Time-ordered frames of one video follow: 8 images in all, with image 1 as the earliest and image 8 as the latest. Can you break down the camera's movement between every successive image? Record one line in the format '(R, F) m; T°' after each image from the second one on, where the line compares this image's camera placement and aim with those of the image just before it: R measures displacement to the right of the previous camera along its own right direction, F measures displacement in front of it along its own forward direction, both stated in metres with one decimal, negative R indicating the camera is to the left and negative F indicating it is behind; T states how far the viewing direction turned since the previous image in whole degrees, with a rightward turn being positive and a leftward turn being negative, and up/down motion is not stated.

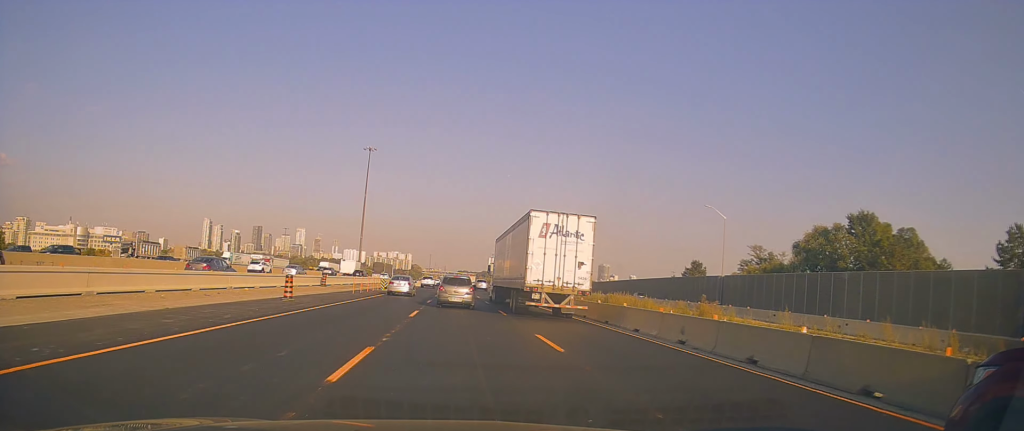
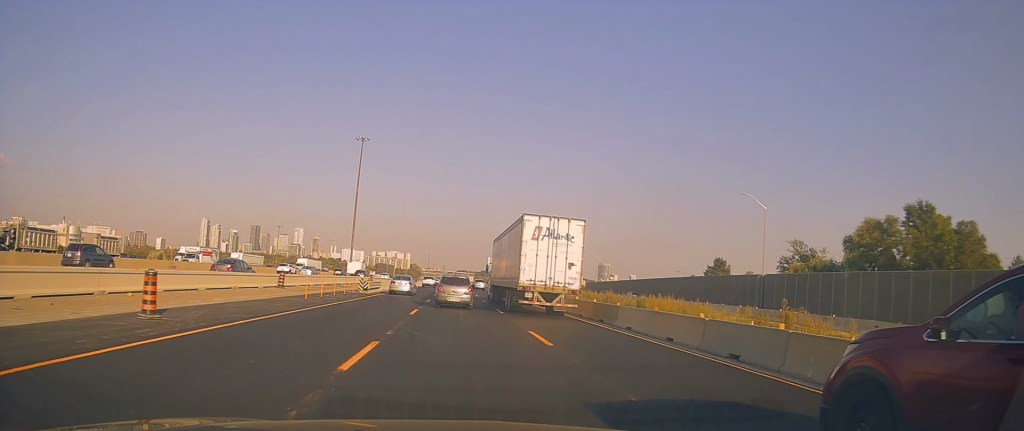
(0.0, +11.4) m; +2°
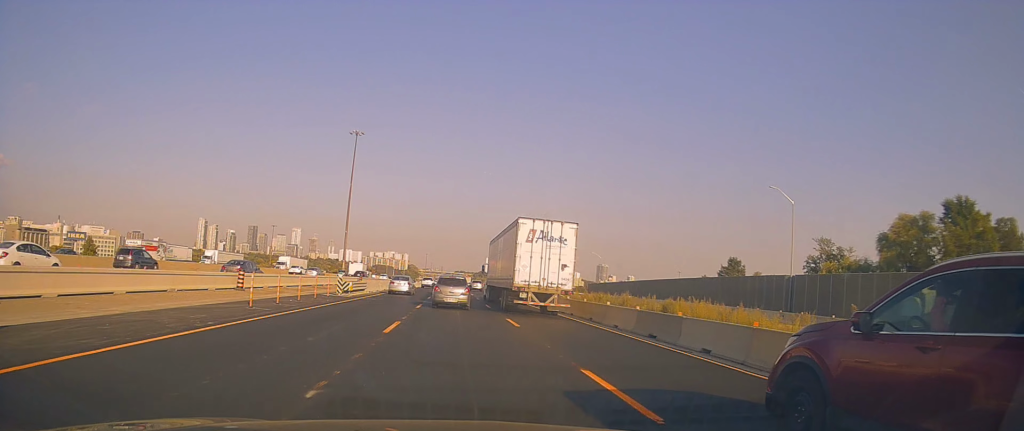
(+0.1, +6.7) m; +1°
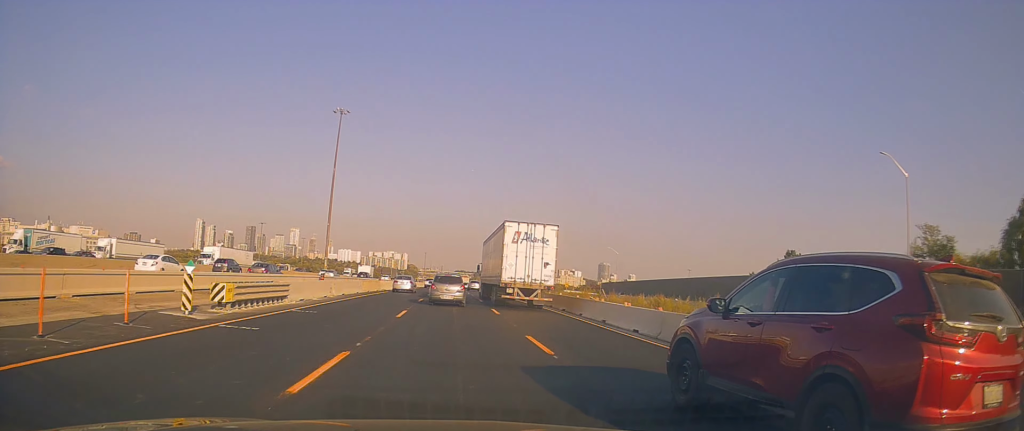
(+0.6, +19.3) m; -2°
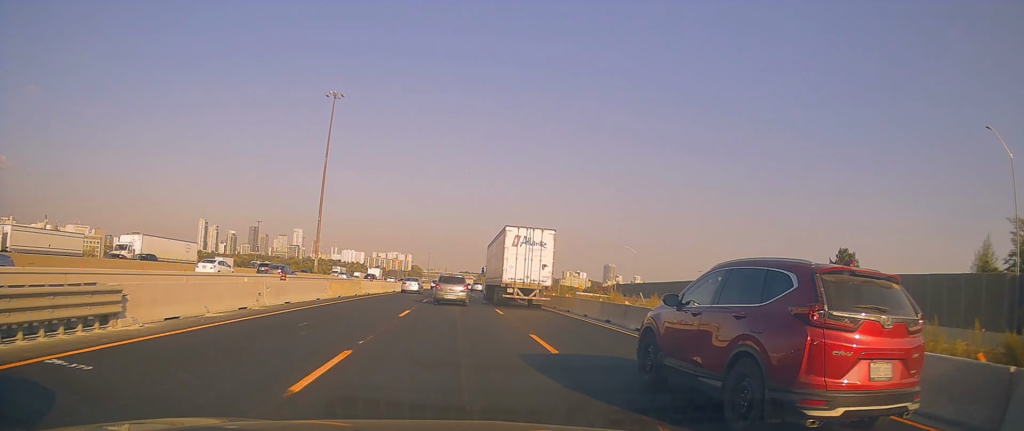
(-0.9, +12.0) m; -1°
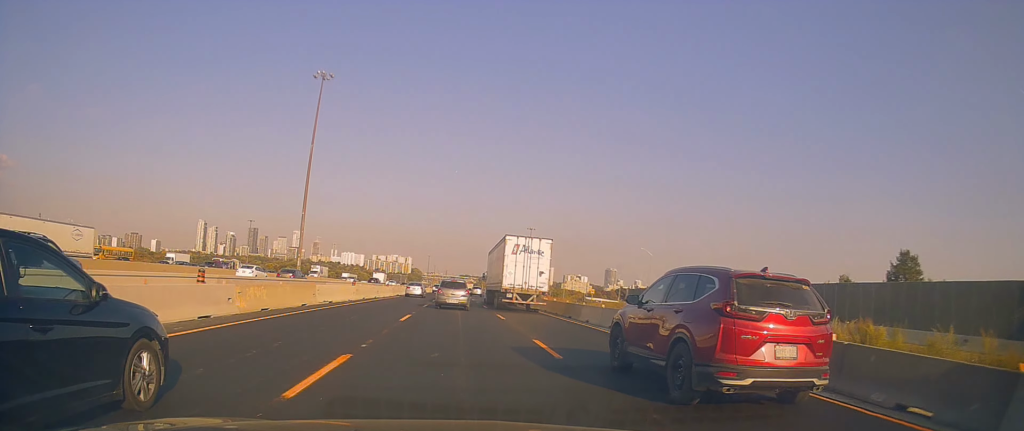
(+0.6, +12.3) m; +2°
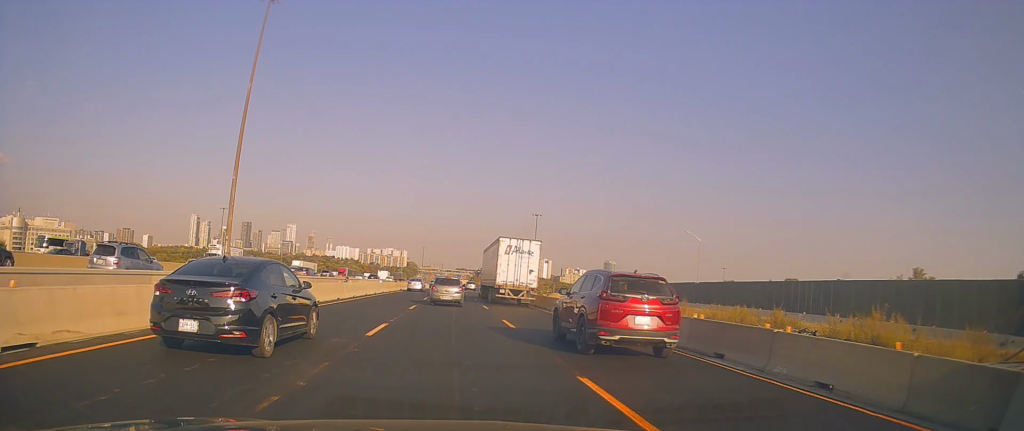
(-0.5, +30.1) m; -2°
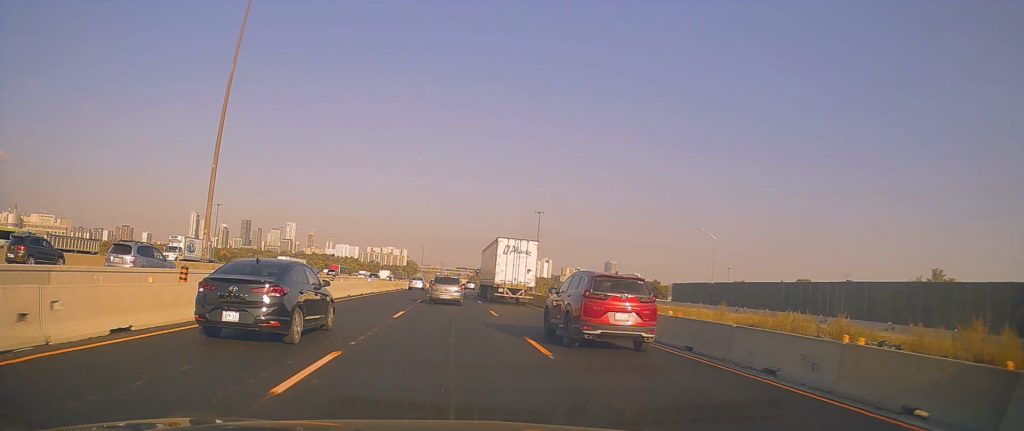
(0.0, +6.4) m; +1°
